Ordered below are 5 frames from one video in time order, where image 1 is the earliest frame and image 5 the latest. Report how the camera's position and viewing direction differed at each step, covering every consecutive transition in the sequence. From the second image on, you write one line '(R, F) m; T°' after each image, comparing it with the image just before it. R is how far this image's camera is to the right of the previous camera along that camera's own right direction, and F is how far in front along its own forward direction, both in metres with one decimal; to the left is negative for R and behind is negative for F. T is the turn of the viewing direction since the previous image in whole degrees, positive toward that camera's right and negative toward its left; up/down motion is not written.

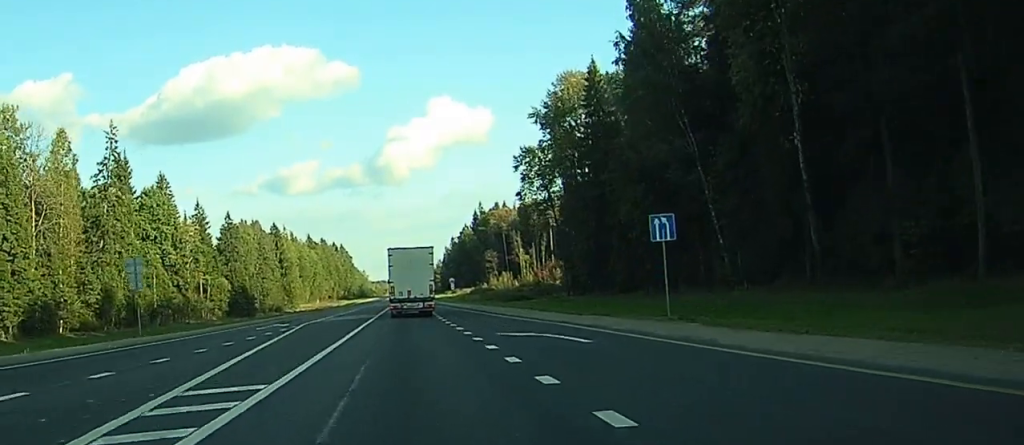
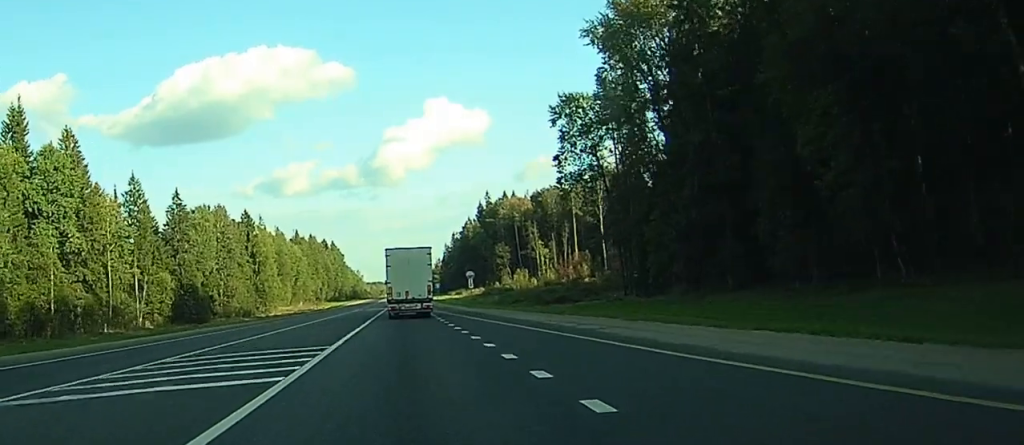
(-0.1, +42.0) m; 0°
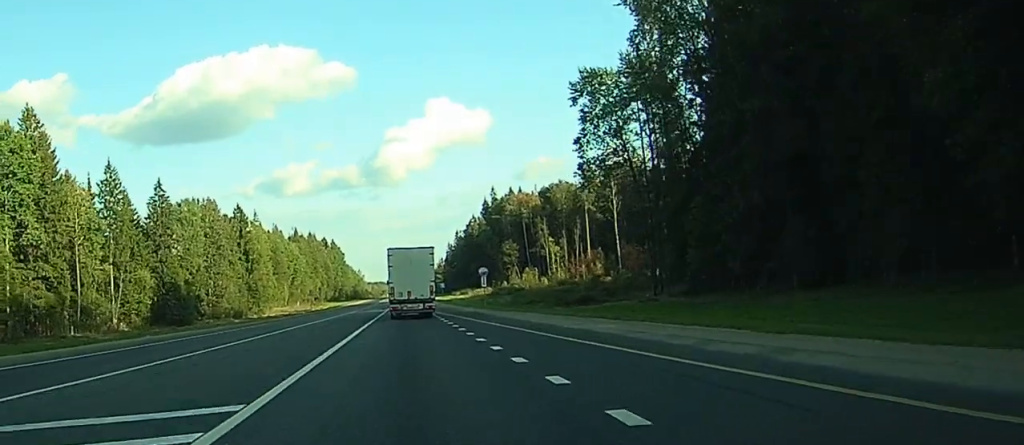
(0.0, +12.7) m; 0°
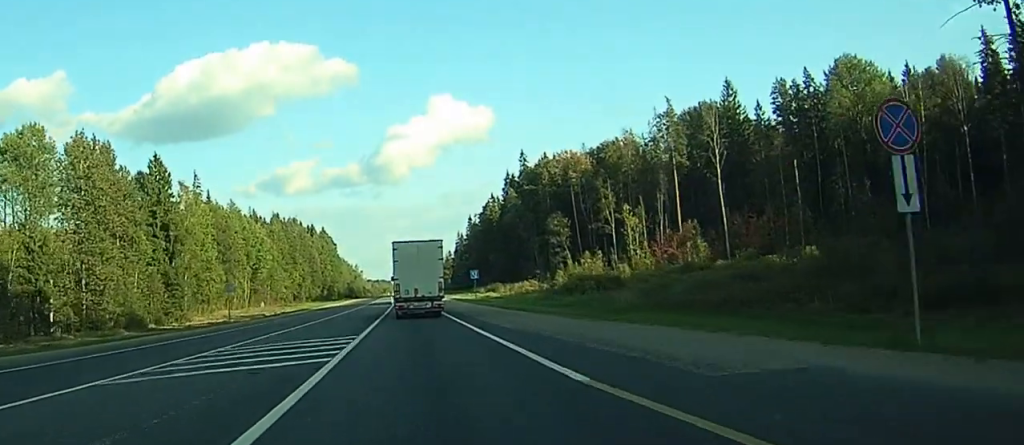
(+0.2, +70.5) m; 0°
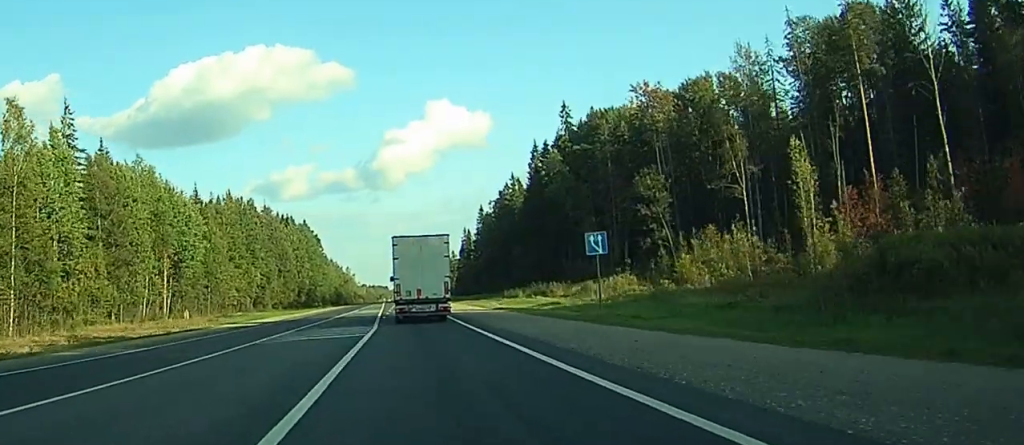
(-0.2, +64.6) m; 0°
